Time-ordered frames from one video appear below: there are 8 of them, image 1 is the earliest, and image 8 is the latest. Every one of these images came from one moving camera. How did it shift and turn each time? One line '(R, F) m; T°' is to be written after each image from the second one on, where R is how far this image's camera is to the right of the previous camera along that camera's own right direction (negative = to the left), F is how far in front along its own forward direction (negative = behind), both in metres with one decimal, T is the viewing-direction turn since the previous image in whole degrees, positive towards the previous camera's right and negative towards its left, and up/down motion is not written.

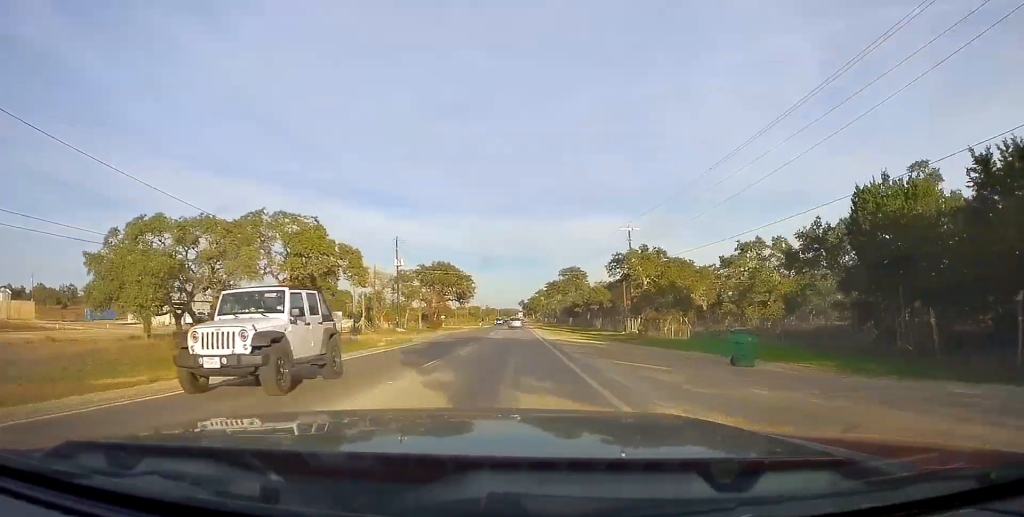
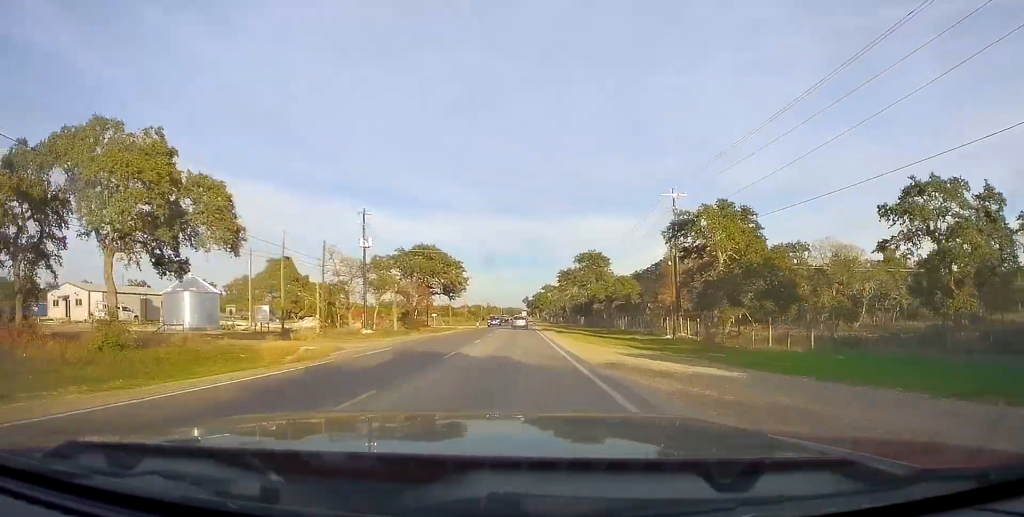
(-0.4, +20.1) m; -1°
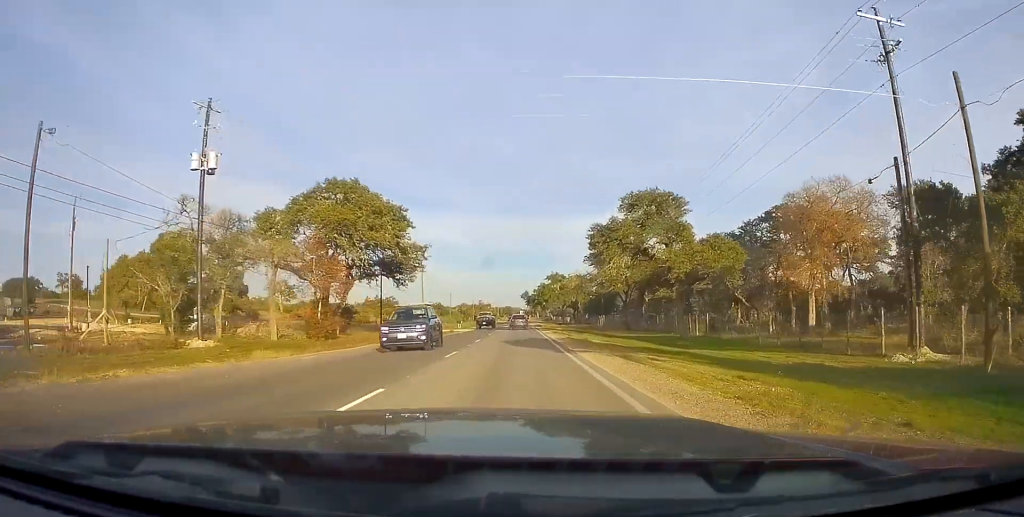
(+0.2, +34.6) m; +1°
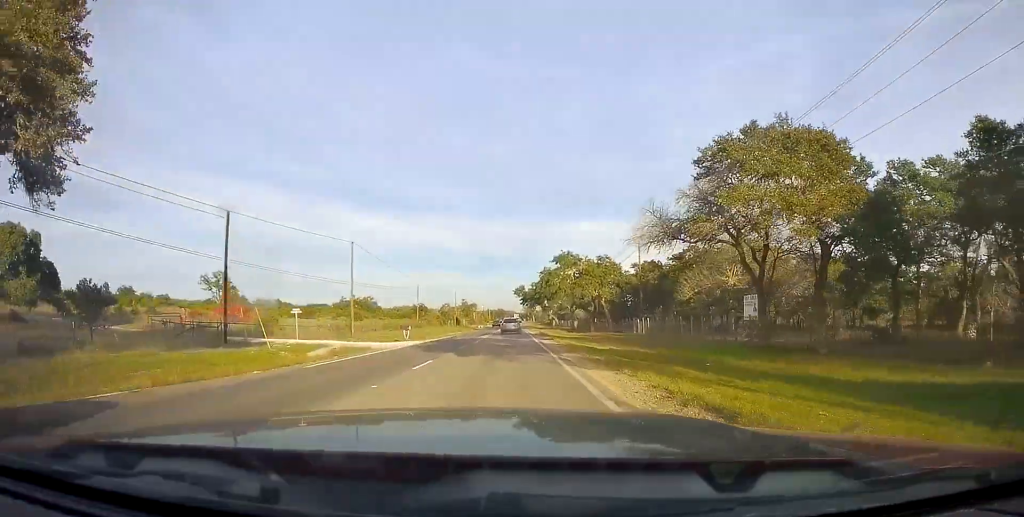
(+0.1, +38.8) m; +1°
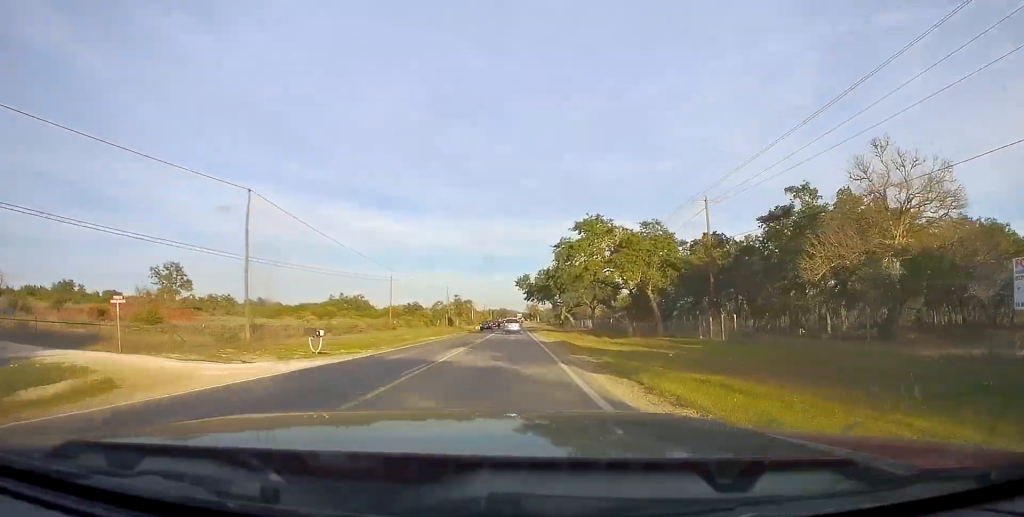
(+0.2, +24.5) m; -1°
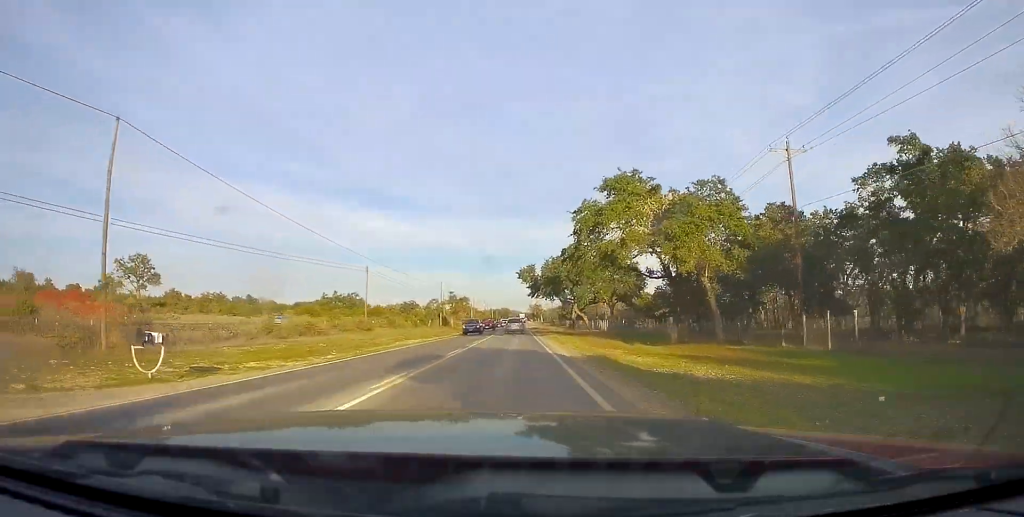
(-0.3, +14.1) m; -1°
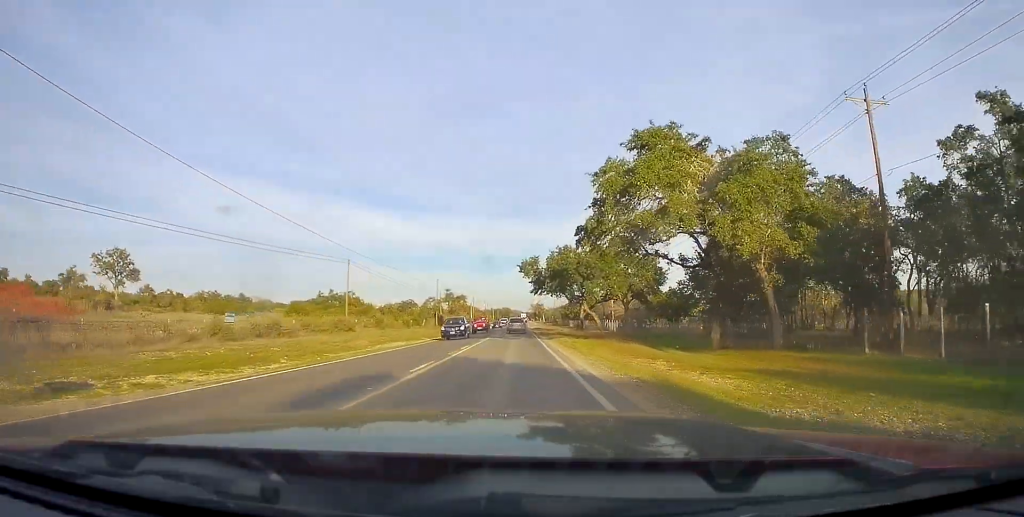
(0.0, +8.0) m; +1°
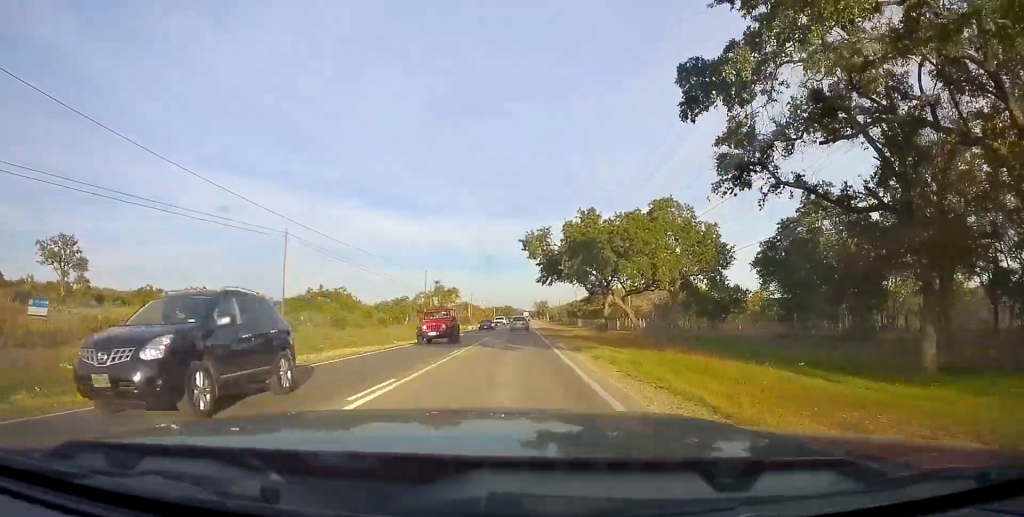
(+0.2, +16.9) m; +1°
